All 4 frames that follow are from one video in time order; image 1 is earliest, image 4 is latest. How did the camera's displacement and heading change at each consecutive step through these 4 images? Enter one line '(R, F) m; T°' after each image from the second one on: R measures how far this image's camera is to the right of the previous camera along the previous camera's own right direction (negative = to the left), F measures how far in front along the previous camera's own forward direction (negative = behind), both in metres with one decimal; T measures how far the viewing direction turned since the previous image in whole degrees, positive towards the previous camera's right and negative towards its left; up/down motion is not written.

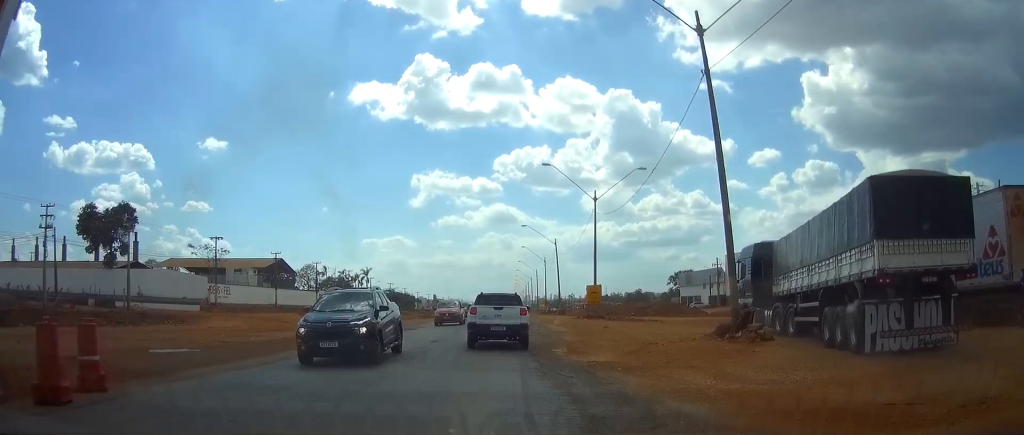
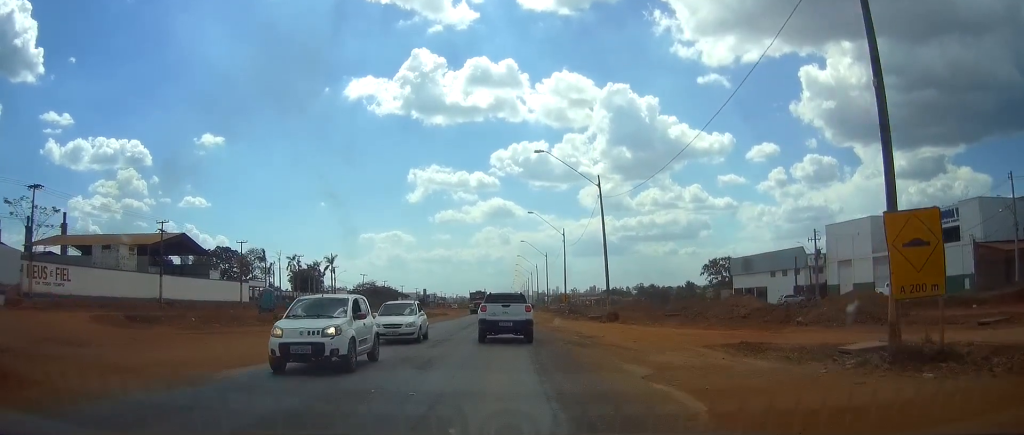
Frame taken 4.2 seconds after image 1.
(+0.2, +42.1) m; +2°
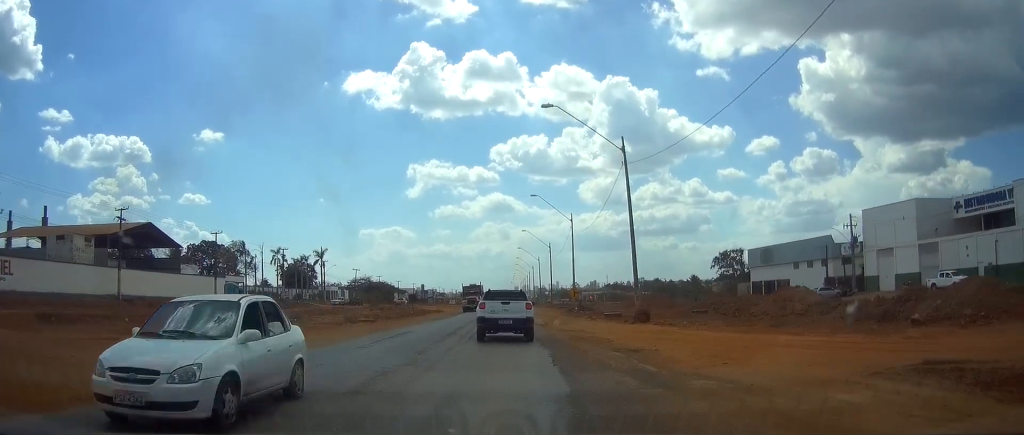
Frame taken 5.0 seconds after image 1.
(+0.1, +10.1) m; +1°
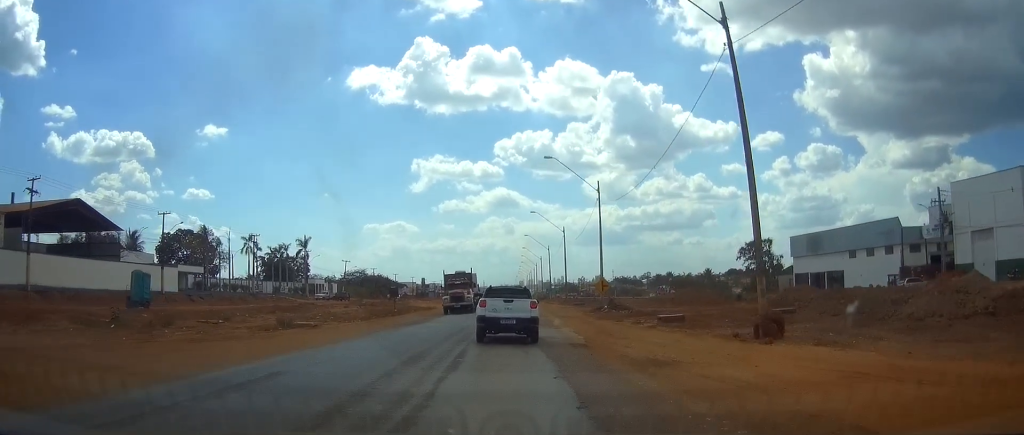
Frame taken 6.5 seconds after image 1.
(+0.1, +17.9) m; 0°
